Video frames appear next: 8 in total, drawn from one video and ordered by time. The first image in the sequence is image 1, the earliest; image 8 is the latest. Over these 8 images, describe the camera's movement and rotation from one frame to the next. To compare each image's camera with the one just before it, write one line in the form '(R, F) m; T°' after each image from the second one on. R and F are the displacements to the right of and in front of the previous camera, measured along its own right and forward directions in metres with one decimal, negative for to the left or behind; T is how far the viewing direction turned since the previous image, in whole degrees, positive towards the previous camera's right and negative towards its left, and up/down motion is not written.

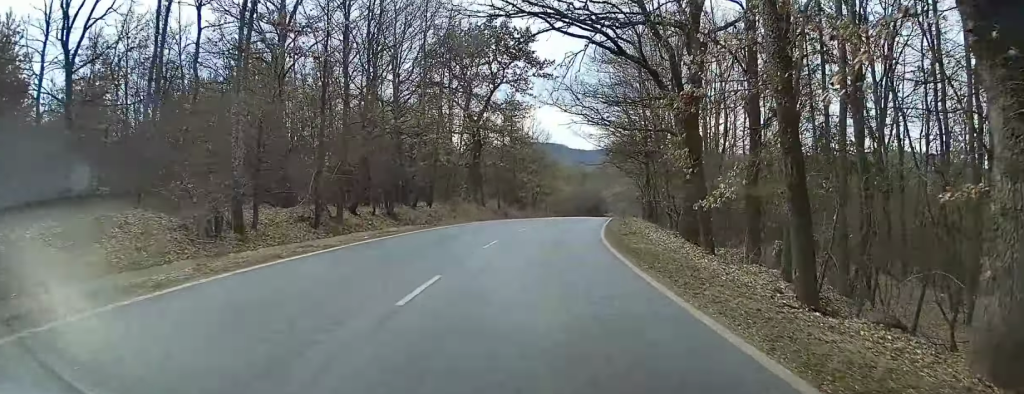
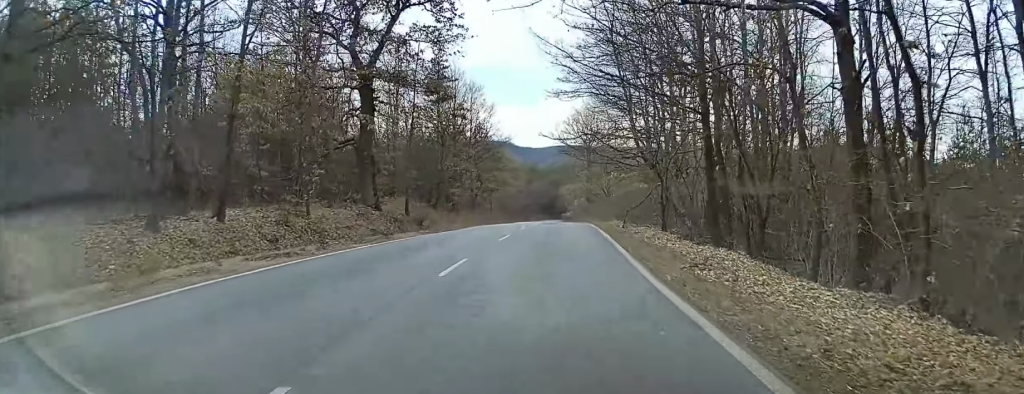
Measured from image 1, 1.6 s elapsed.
(+1.7, +23.4) m; +6°
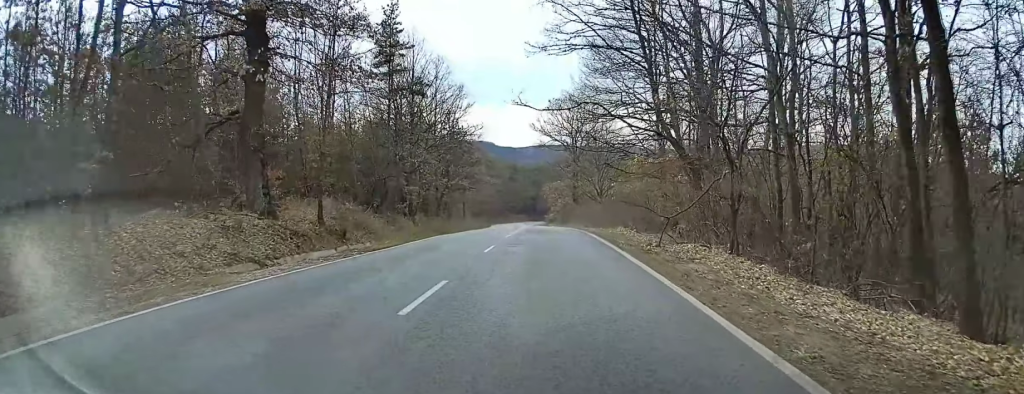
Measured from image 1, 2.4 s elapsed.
(+0.1, +11.9) m; +1°
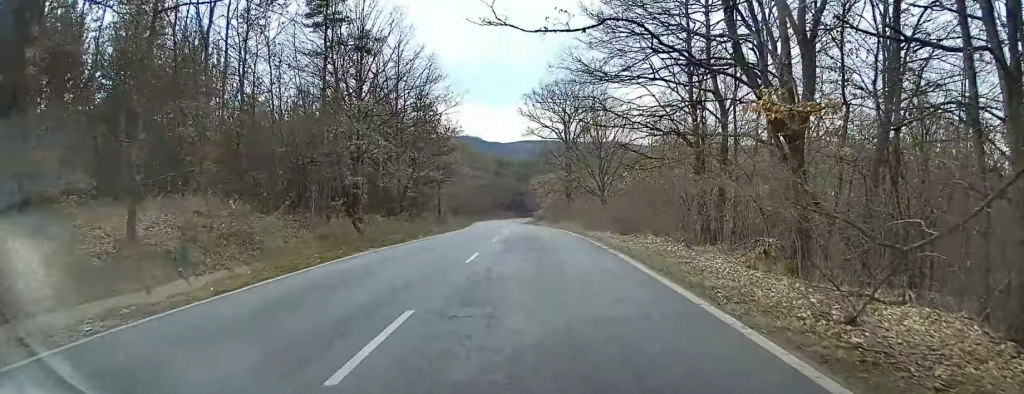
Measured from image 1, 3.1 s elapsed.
(+0.1, +11.6) m; 0°
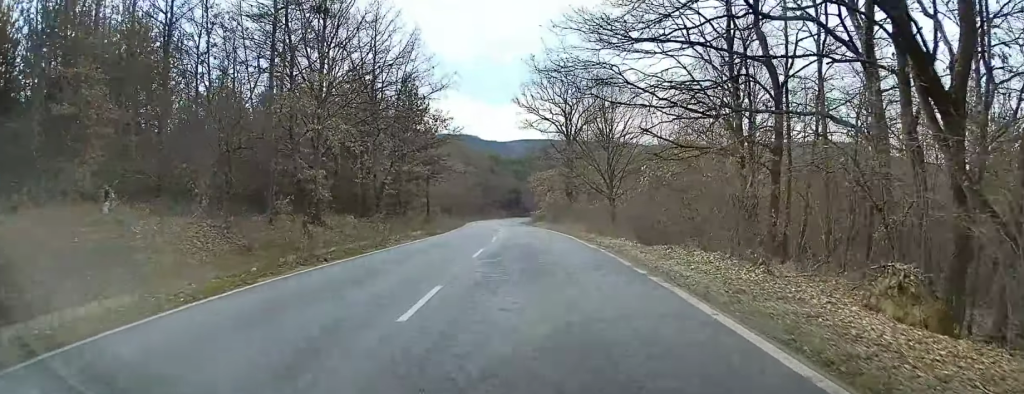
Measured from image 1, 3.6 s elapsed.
(0.0, +6.4) m; 0°
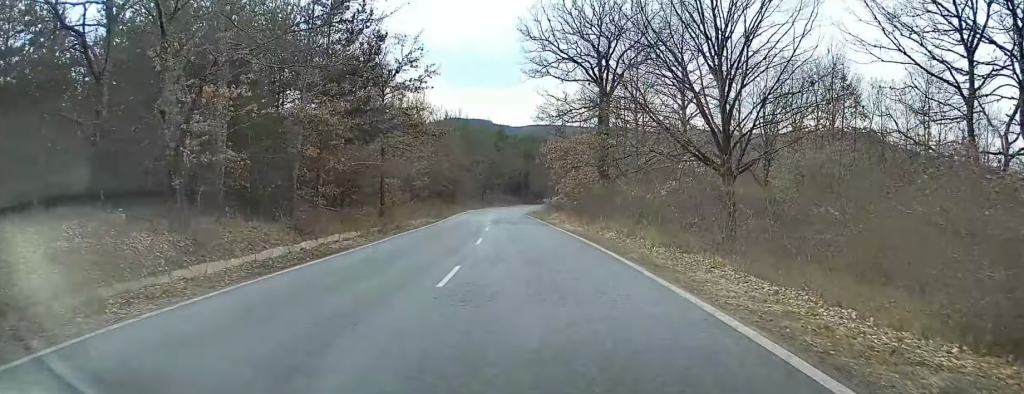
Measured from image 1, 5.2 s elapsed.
(-0.3, +24.2) m; -1°
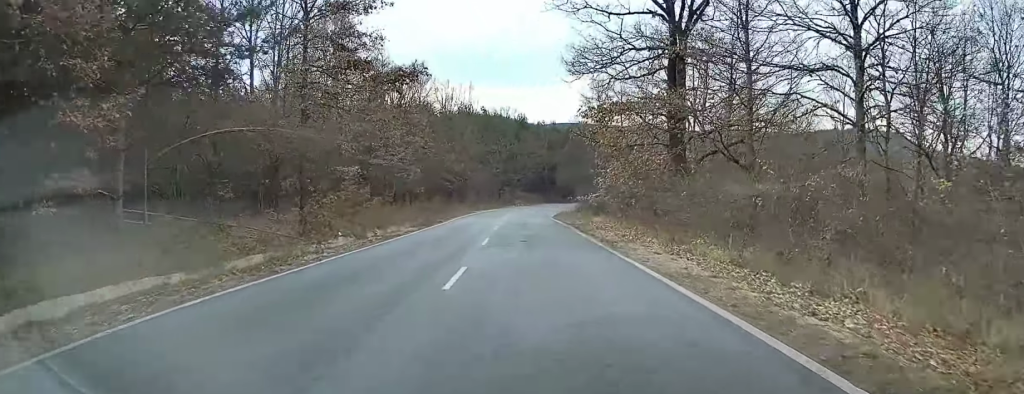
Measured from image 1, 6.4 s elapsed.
(-0.2, +19.1) m; -2°
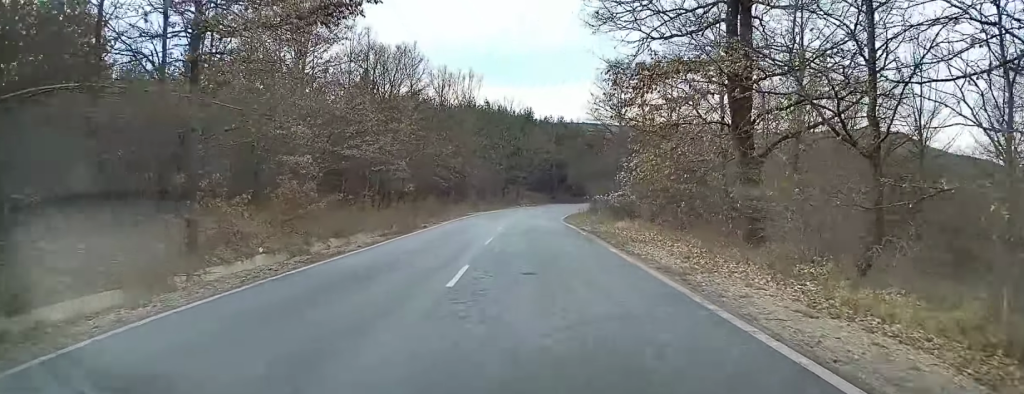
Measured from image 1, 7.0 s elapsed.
(-0.2, +8.6) m; -1°
